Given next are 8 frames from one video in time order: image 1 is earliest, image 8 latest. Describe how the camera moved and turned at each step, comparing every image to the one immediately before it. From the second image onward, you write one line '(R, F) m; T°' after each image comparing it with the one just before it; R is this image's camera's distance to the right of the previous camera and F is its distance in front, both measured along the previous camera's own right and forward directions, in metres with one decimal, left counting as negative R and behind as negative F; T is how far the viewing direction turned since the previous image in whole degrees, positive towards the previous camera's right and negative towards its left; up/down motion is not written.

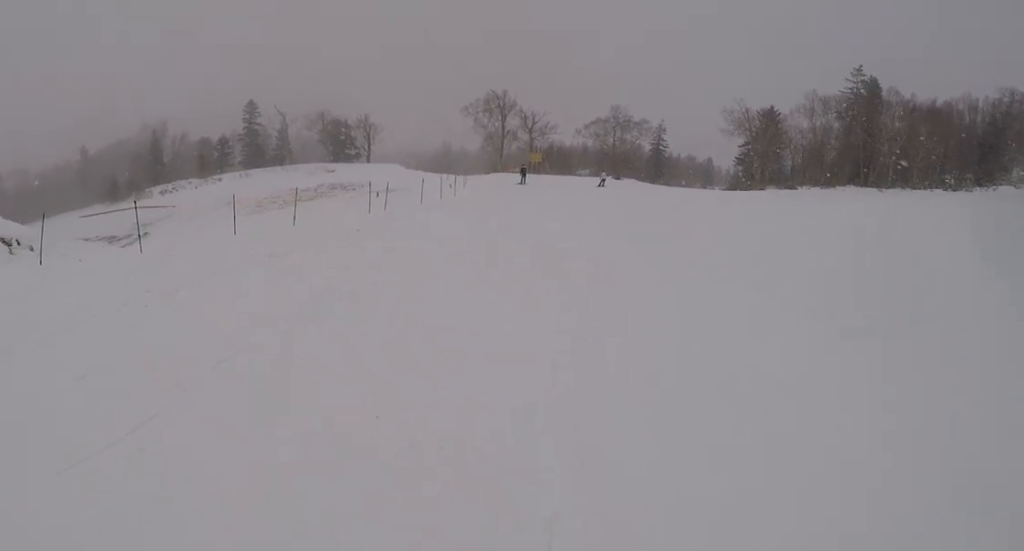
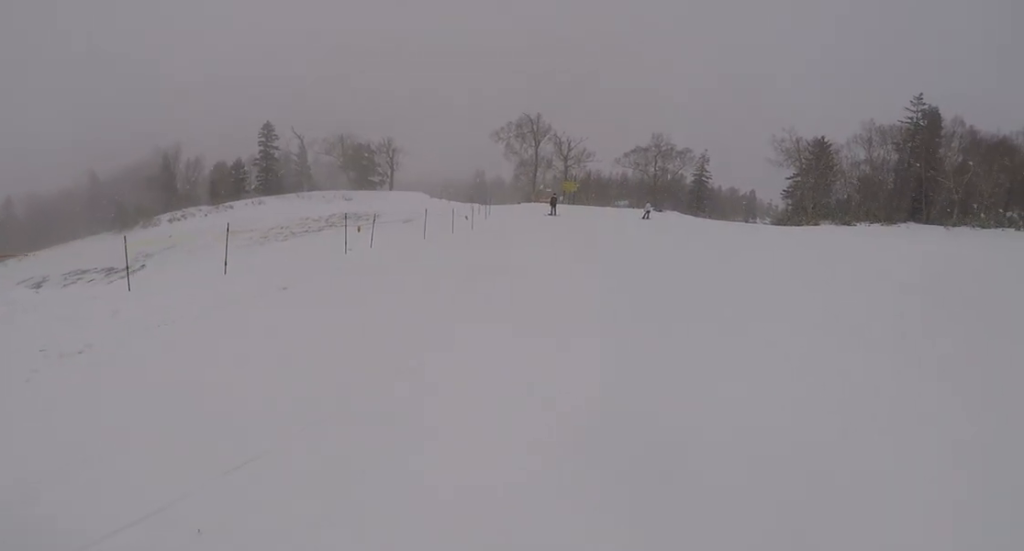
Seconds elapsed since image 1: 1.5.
(-0.5, +6.5) m; -6°
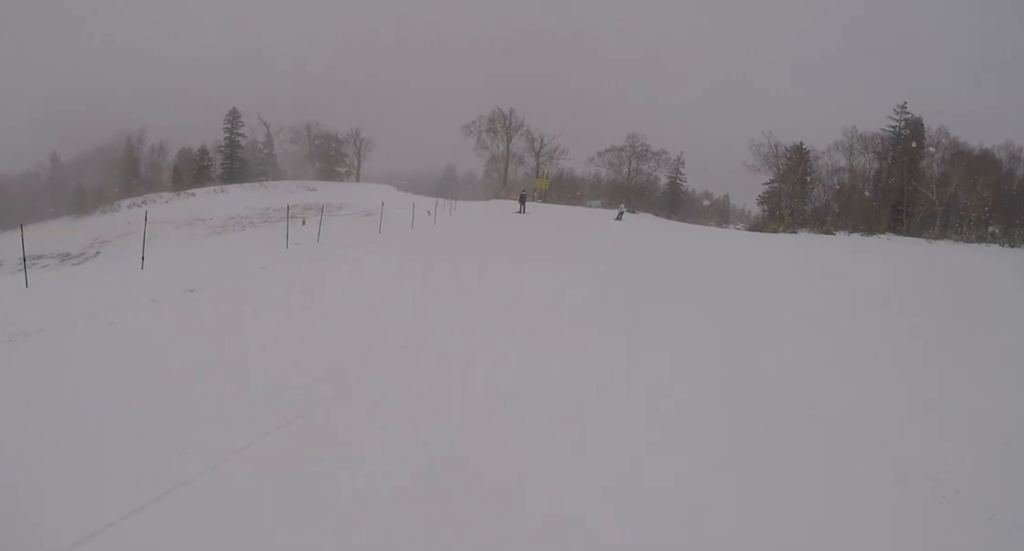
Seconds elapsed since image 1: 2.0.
(-0.1, +2.0) m; +11°
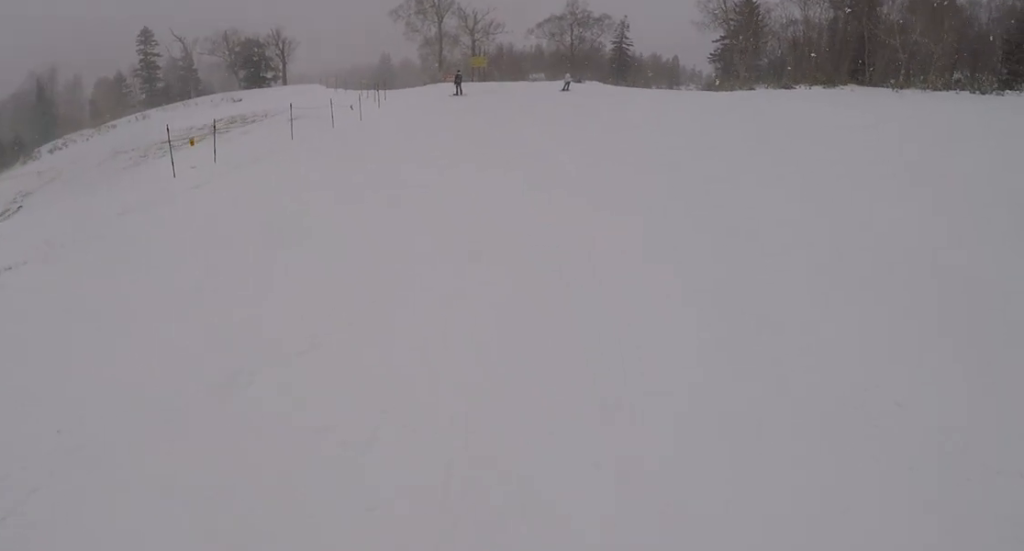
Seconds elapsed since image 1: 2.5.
(-0.1, +2.4) m; +10°
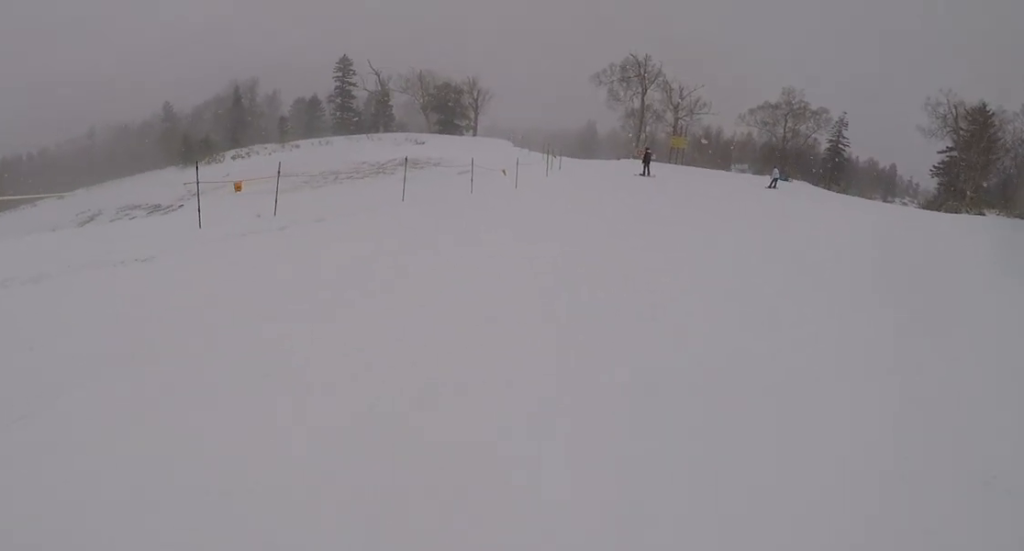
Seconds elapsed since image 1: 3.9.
(+0.5, +5.7) m; -20°
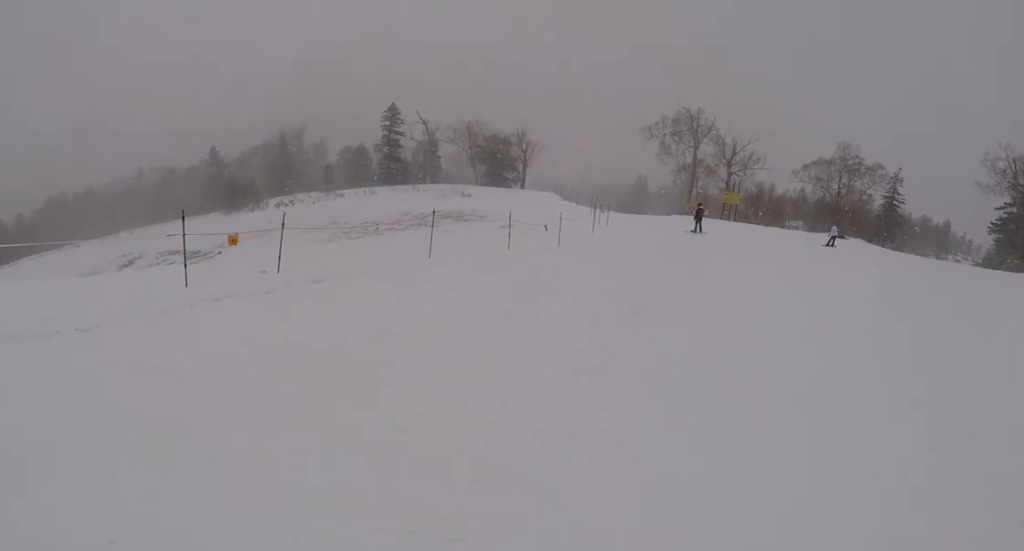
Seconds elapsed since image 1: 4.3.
(-0.3, +2.0) m; -15°
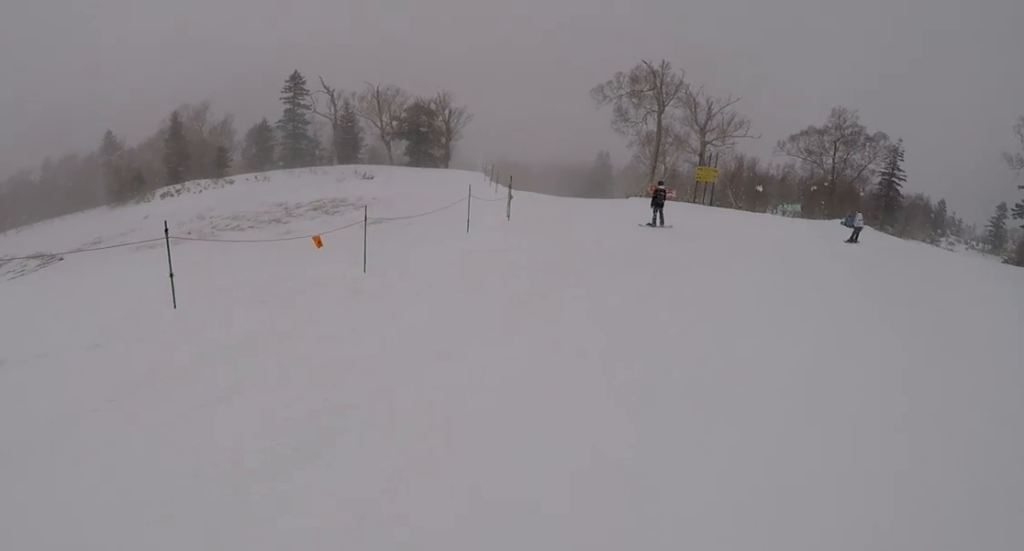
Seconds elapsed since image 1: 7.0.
(+1.3, +13.8) m; +10°
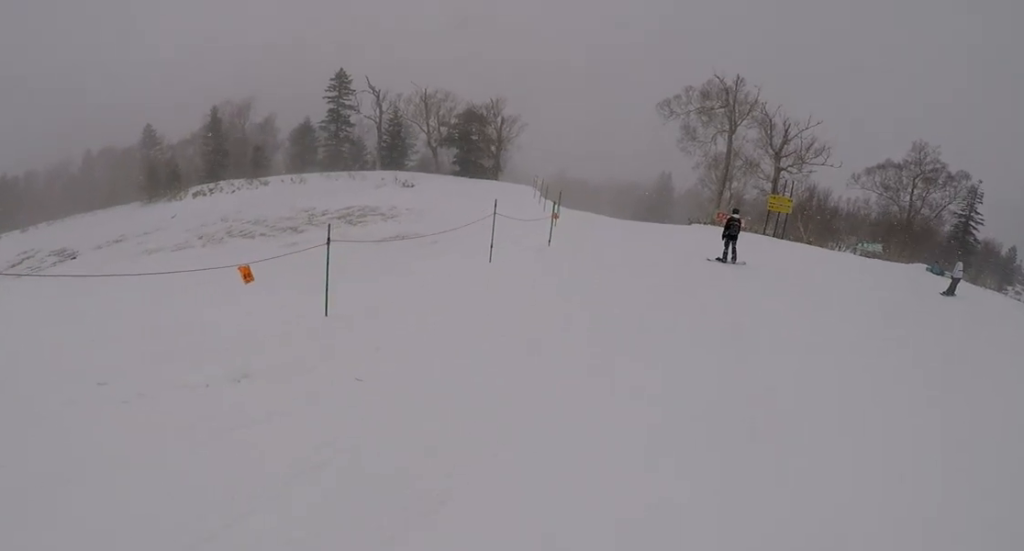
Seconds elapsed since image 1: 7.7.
(-0.2, +4.1) m; -9°
